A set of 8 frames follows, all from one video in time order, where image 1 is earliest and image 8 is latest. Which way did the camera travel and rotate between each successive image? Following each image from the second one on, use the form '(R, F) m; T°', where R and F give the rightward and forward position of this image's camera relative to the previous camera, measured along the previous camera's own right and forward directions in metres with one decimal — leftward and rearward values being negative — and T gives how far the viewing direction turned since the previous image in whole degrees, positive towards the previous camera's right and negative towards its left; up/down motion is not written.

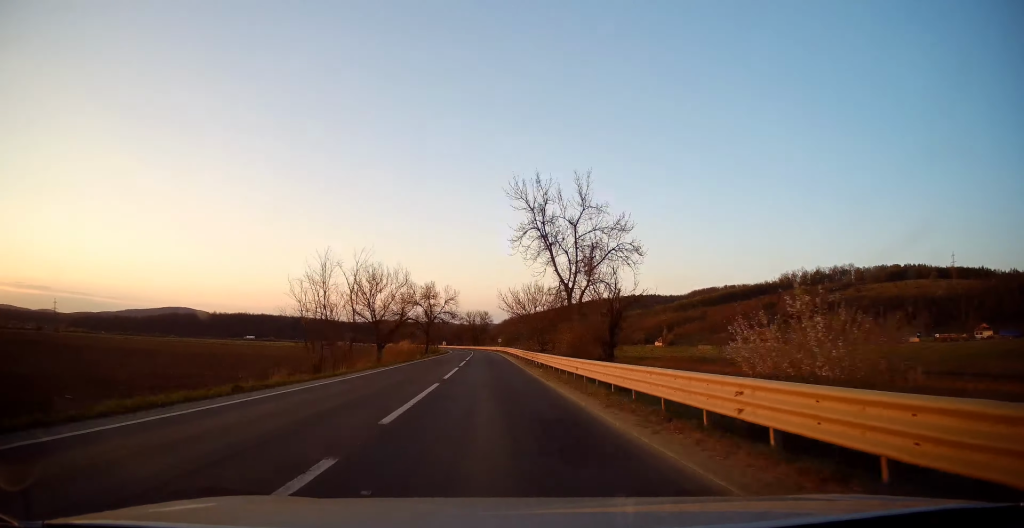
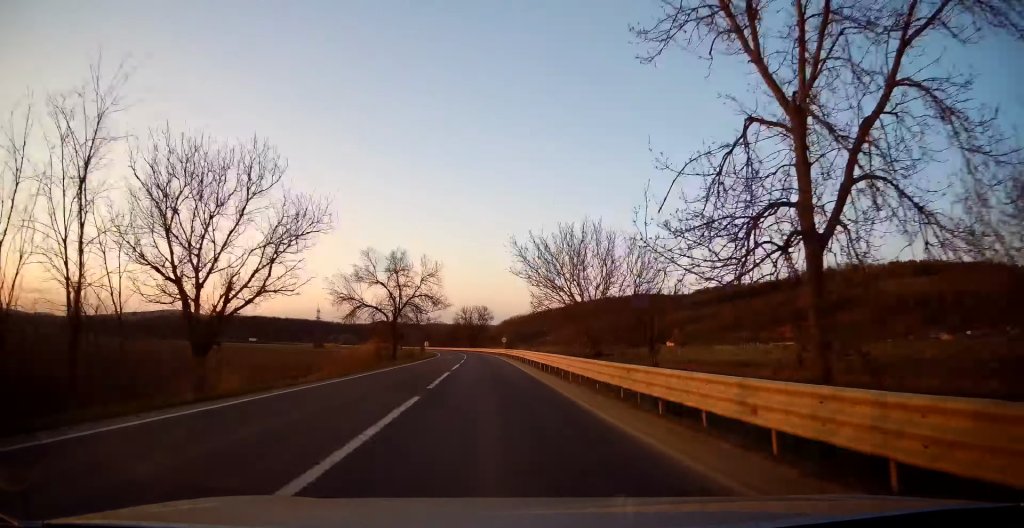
(-0.3, +28.3) m; 0°
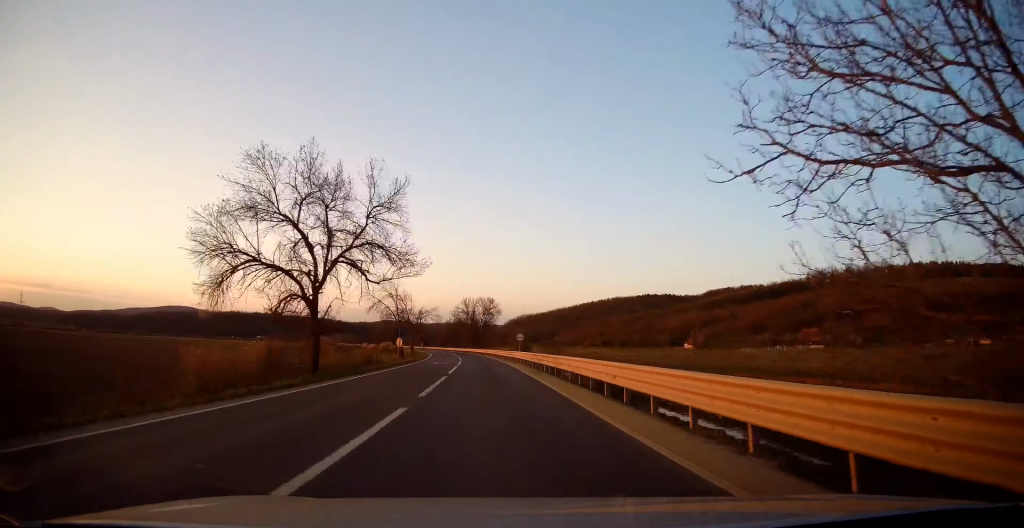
(+0.3, +25.5) m; 0°
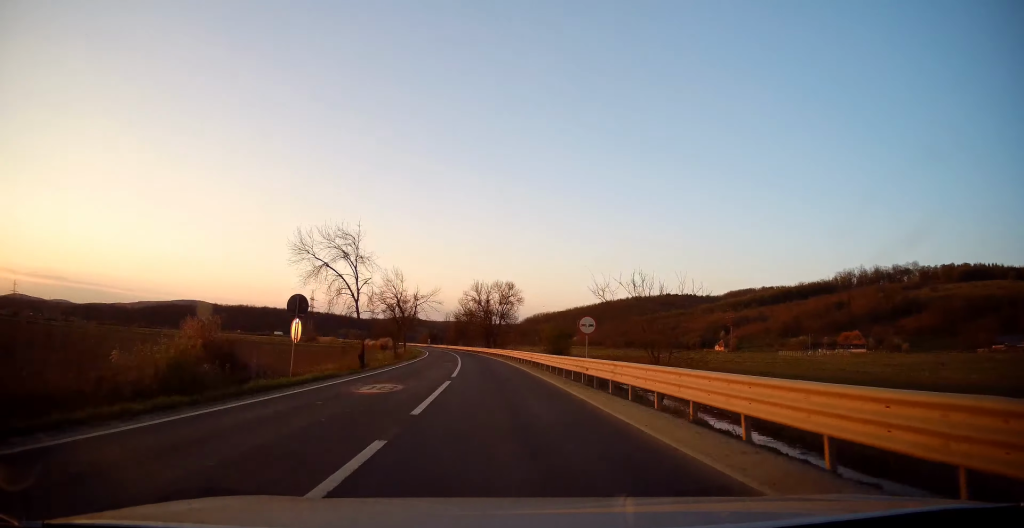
(-0.3, +27.2) m; -1°
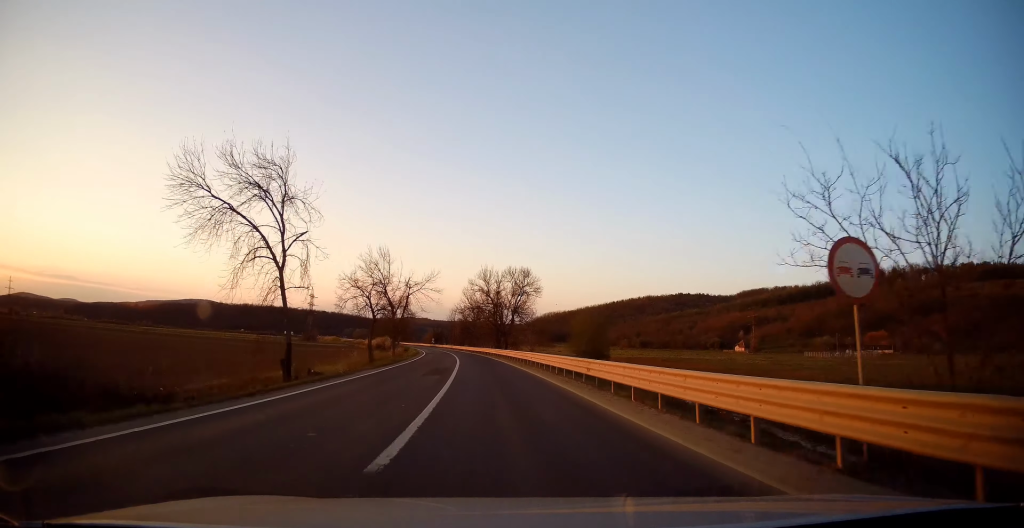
(0.0, +16.2) m; -1°
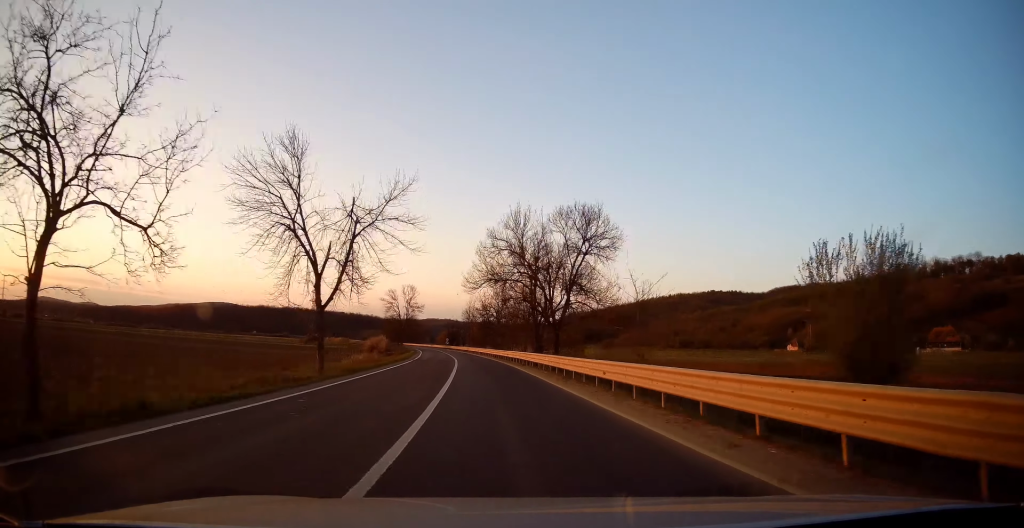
(-0.8, +34.2) m; -2°
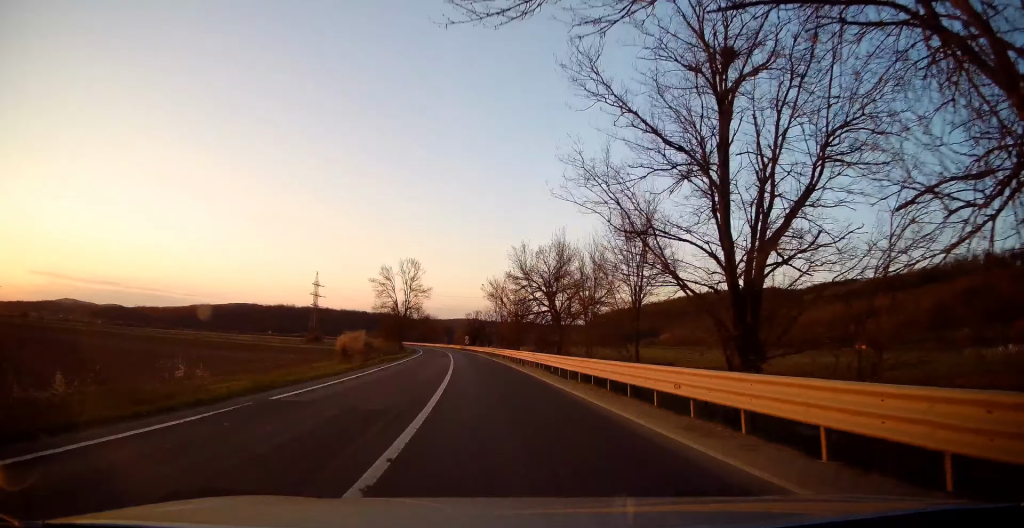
(-0.7, +37.7) m; -3°
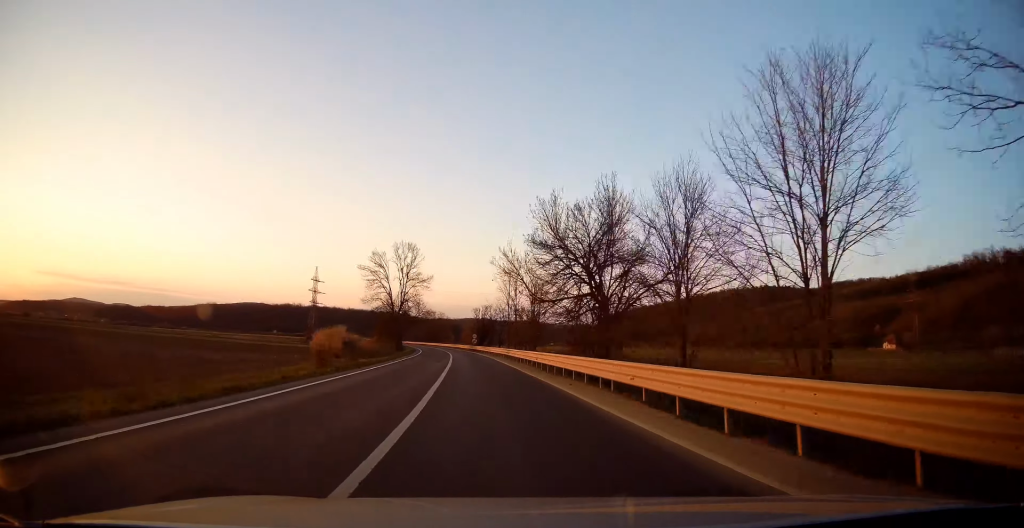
(-0.1, +13.7) m; -1°
